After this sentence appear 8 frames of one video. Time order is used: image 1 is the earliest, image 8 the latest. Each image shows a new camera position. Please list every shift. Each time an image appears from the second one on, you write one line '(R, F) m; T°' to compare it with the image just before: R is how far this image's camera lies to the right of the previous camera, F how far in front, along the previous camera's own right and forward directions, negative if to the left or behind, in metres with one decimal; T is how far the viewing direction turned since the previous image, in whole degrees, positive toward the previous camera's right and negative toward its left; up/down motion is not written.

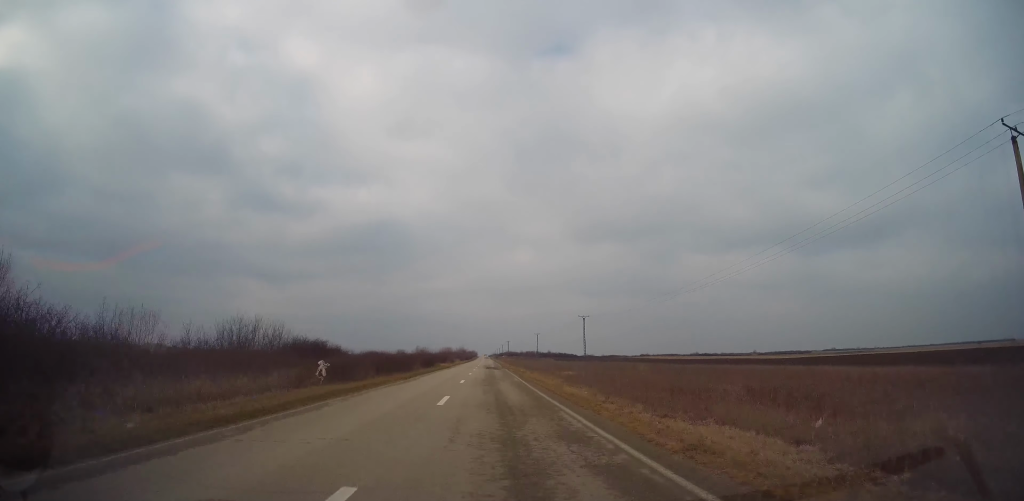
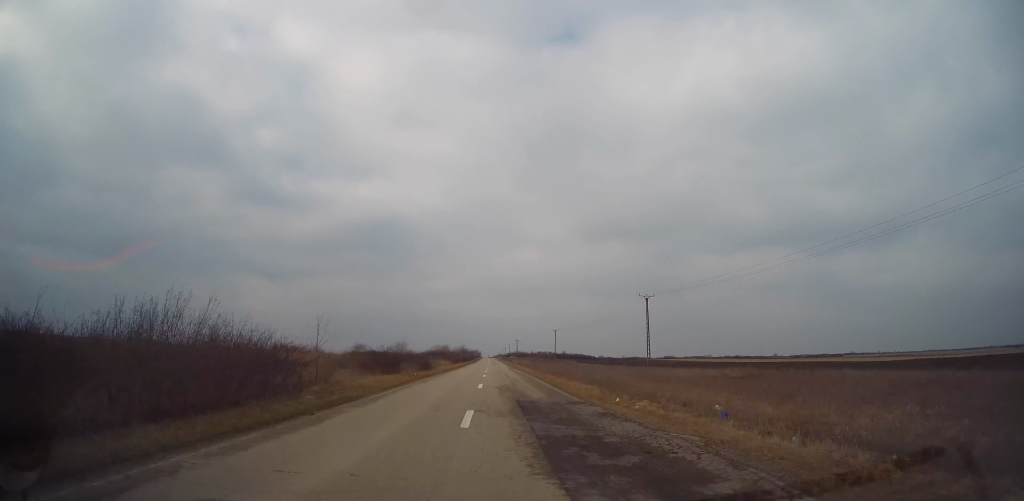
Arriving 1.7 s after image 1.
(-0.3, +52.5) m; 0°
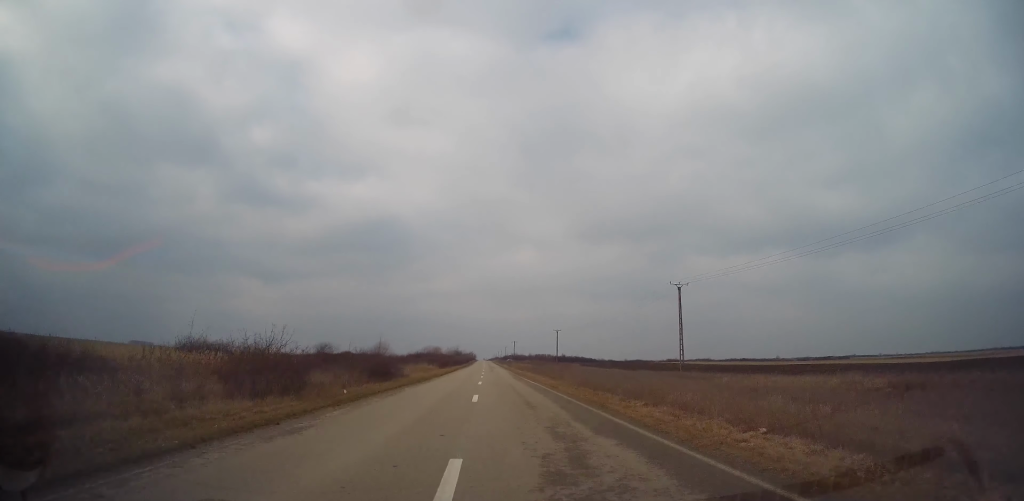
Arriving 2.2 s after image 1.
(0.0, +17.8) m; 0°
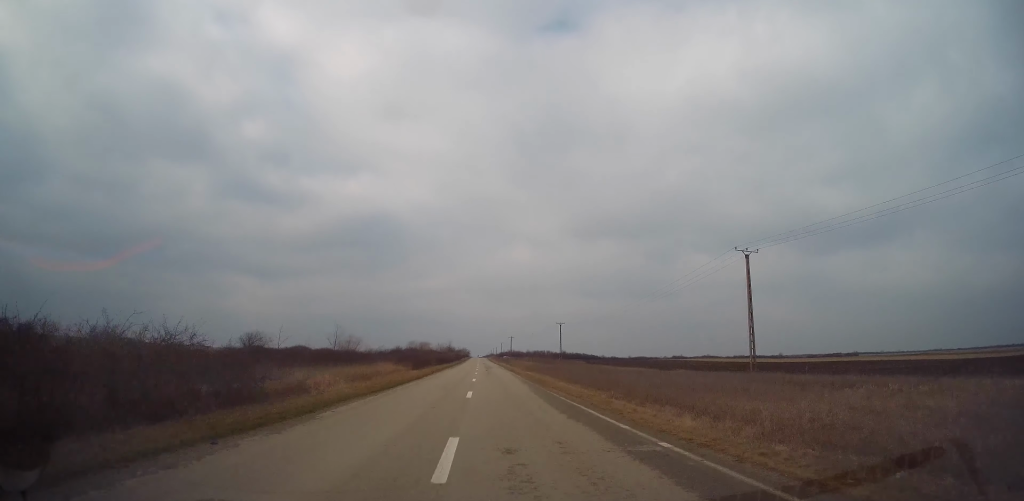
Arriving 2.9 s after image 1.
(+0.2, +21.9) m; +1°
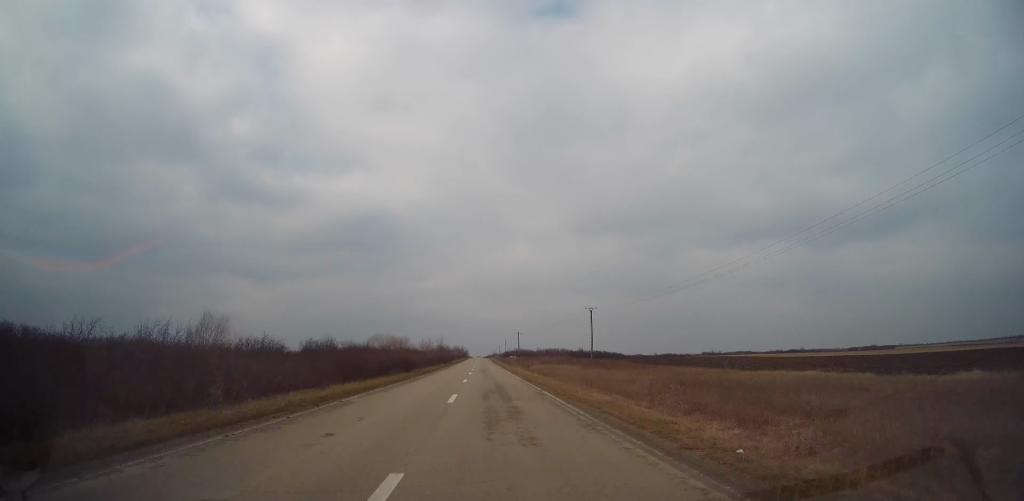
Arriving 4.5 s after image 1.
(-0.2, +50.0) m; -1°
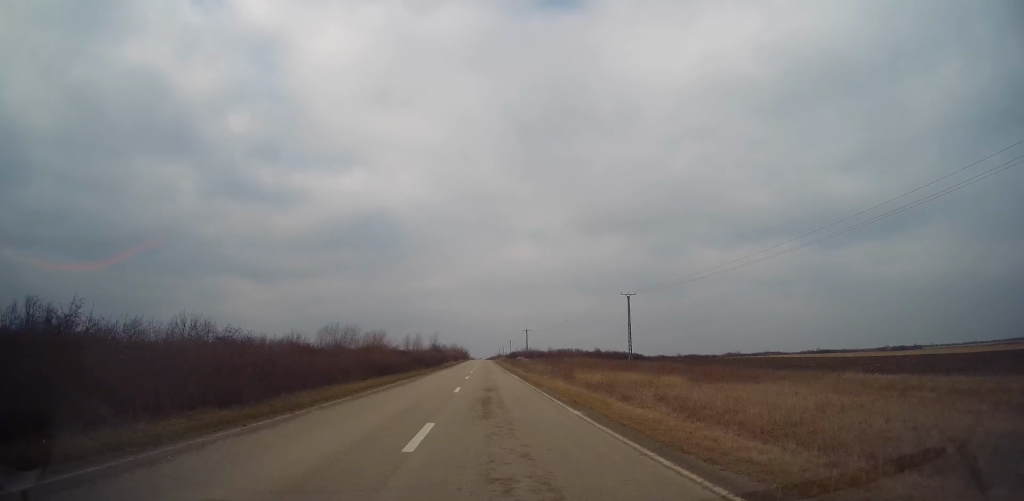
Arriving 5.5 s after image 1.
(0.0, +30.8) m; 0°
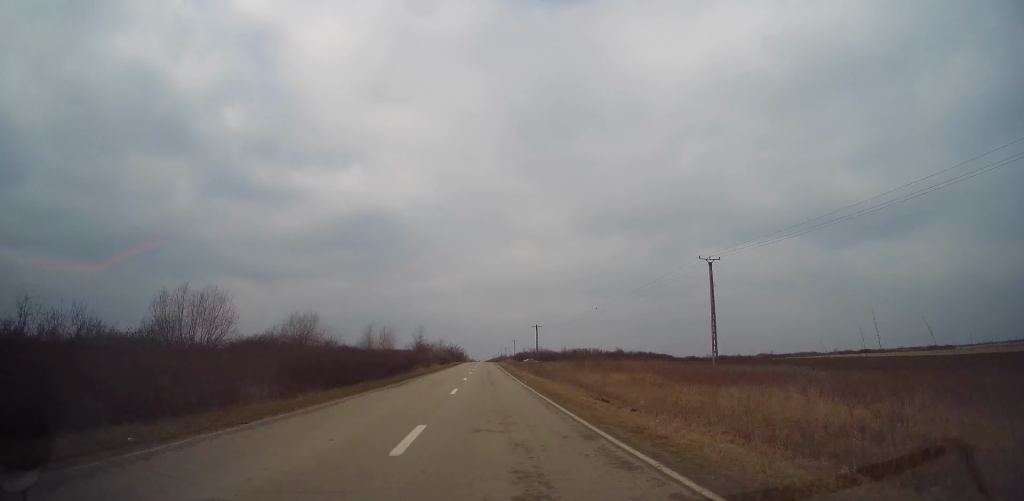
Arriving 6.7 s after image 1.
(-0.2, +34.8) m; 0°
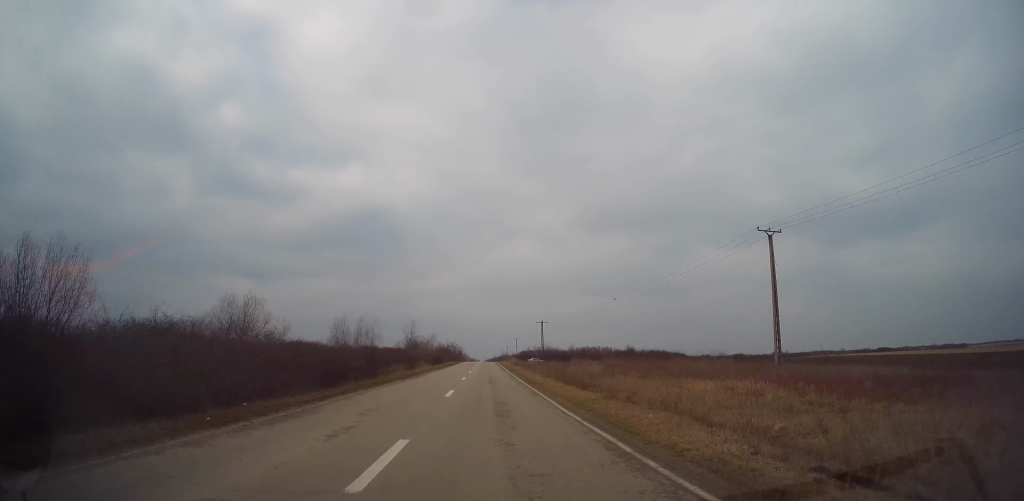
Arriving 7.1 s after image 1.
(-0.1, +13.3) m; 0°
